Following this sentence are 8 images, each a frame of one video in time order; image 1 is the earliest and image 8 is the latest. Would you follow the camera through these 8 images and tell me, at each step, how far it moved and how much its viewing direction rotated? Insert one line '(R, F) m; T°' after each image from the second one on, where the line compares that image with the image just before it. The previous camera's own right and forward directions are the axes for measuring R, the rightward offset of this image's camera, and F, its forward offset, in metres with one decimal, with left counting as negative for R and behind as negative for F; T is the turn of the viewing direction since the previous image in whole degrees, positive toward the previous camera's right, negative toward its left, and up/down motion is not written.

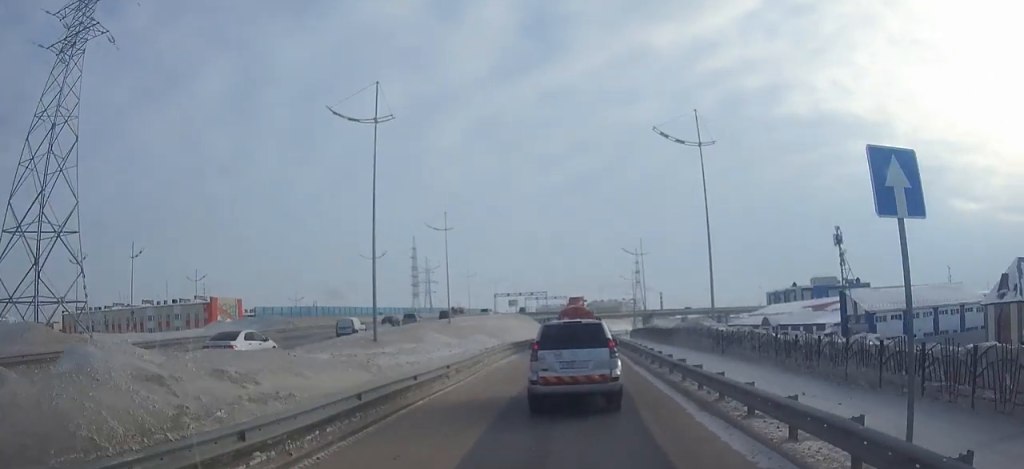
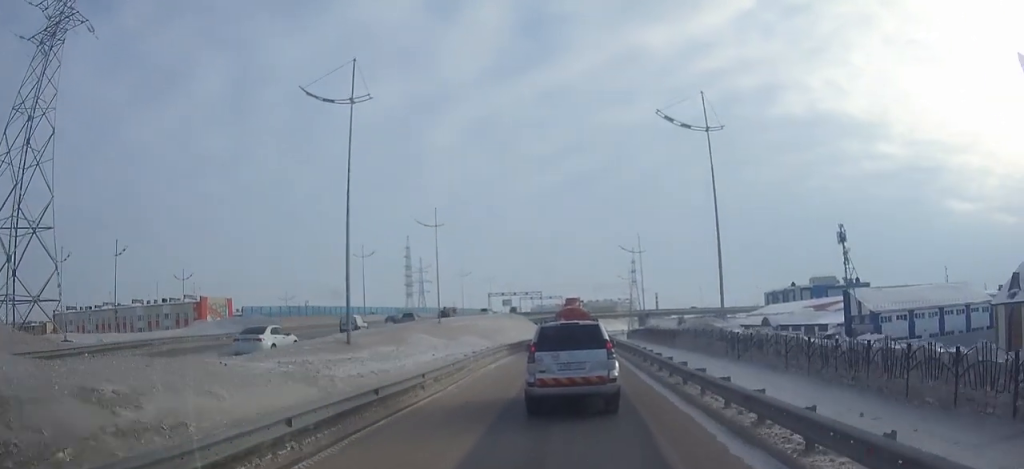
(0.0, +2.7) m; 0°
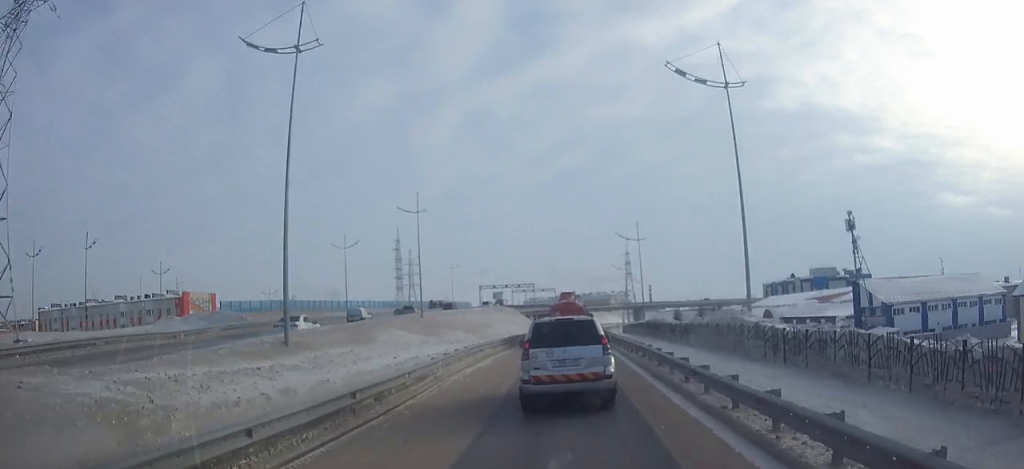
(+0.1, +5.0) m; +1°
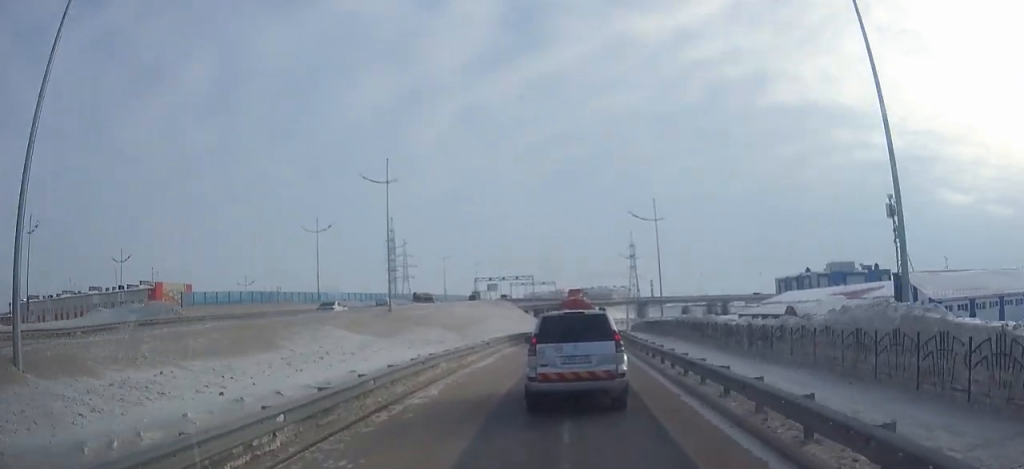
(+0.1, +10.9) m; 0°
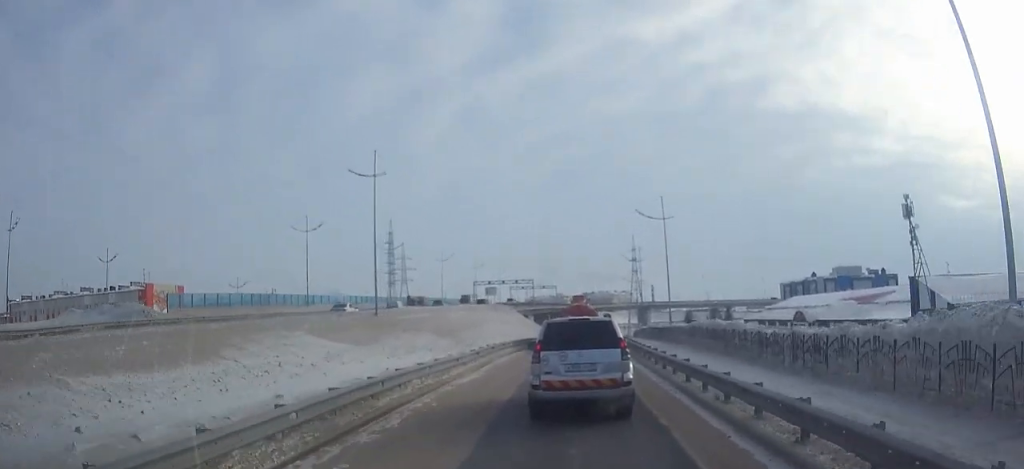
(0.0, +3.7) m; 0°
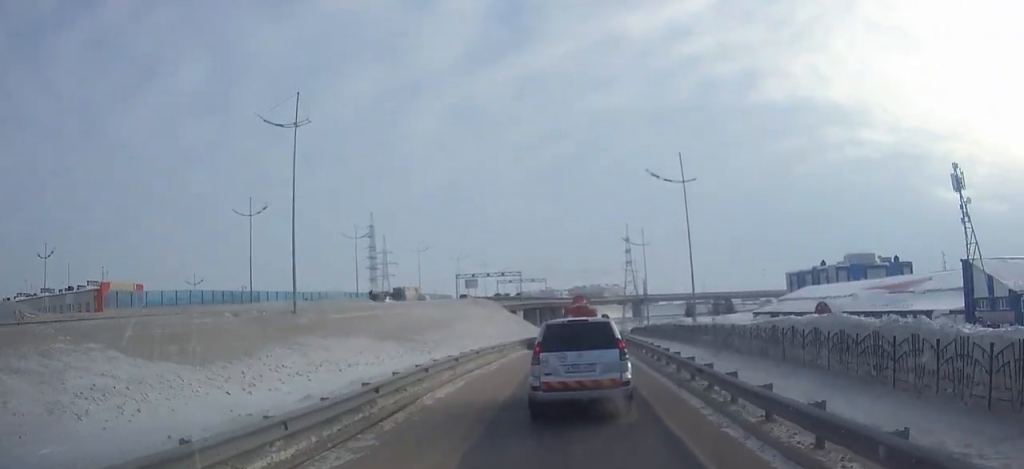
(+0.1, +12.6) m; +1°
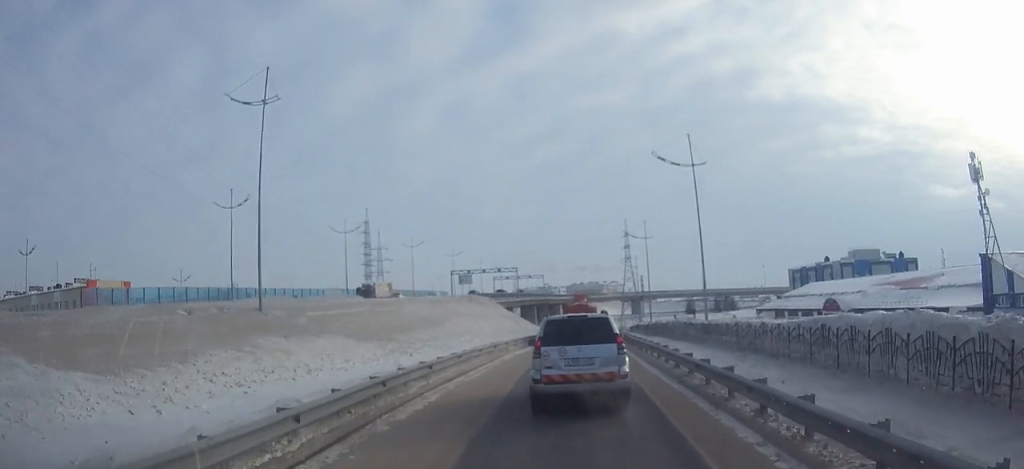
(0.0, +3.7) m; 0°
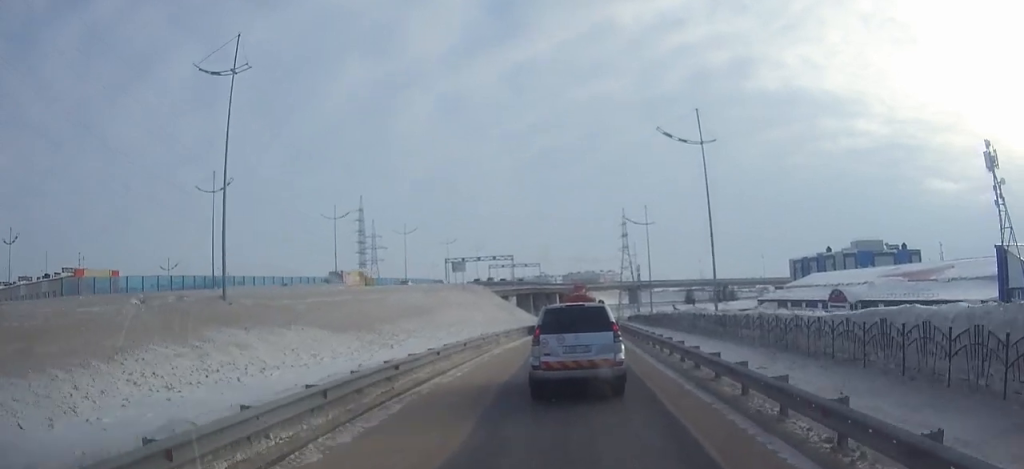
(0.0, +3.1) m; 0°
